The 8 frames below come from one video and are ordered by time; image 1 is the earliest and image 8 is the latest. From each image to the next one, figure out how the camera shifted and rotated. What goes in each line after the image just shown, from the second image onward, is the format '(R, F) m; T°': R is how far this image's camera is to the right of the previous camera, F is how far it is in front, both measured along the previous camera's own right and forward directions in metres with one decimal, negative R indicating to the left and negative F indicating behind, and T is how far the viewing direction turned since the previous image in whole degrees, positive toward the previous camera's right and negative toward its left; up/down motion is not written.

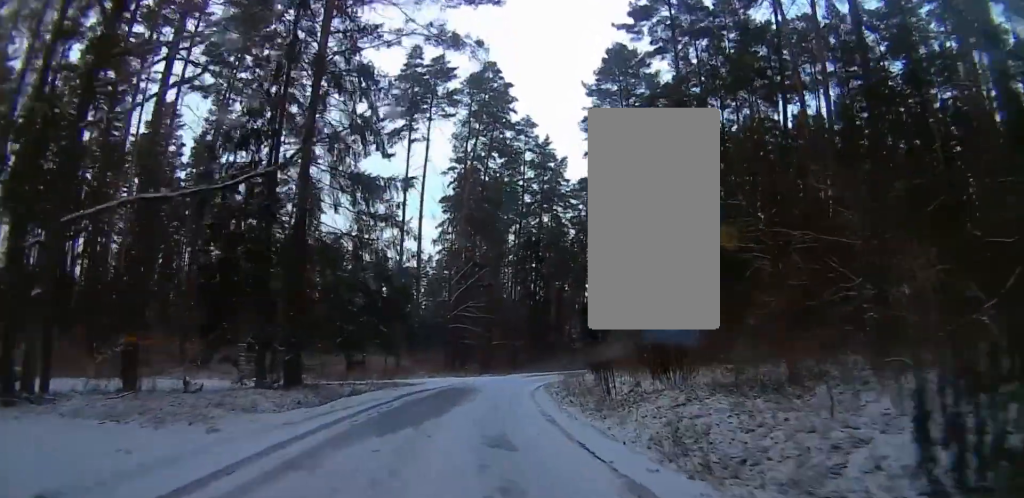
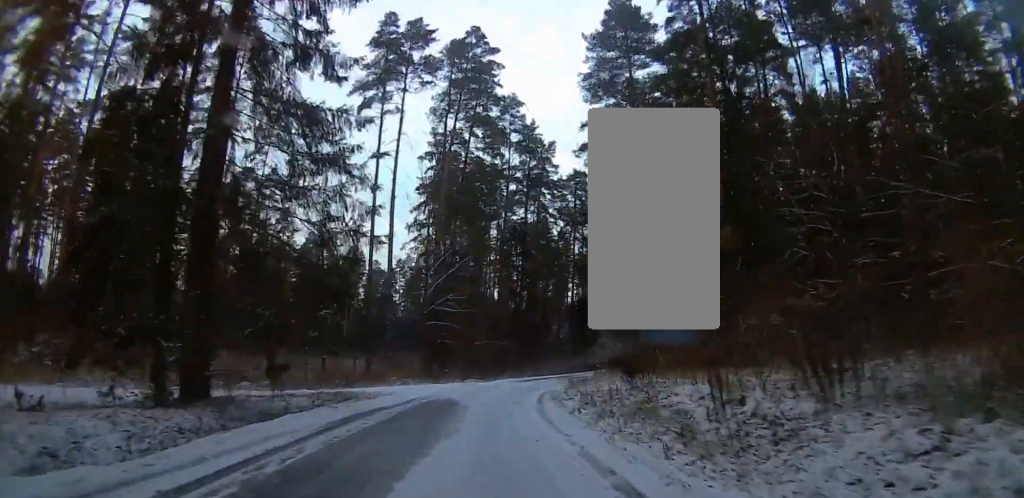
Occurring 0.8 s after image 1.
(0.0, +7.3) m; 0°
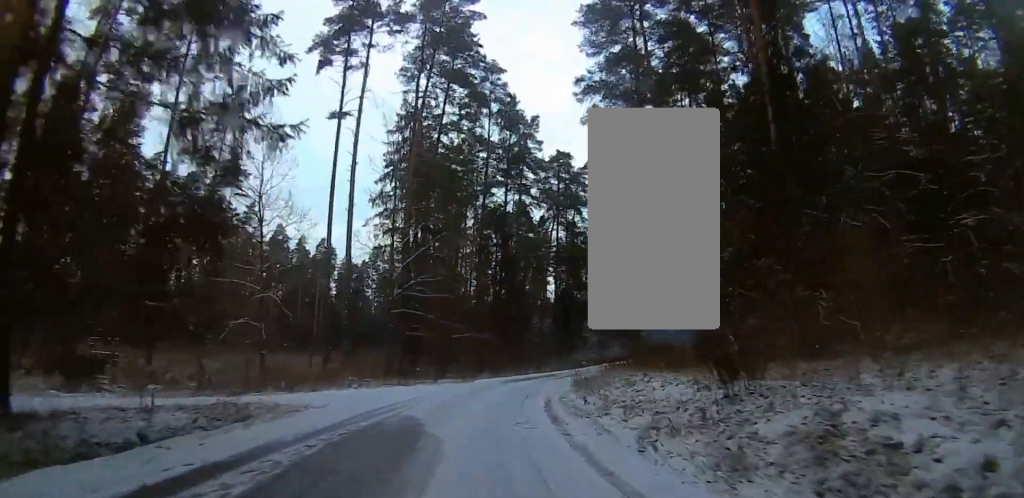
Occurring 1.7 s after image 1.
(0.0, +7.3) m; 0°
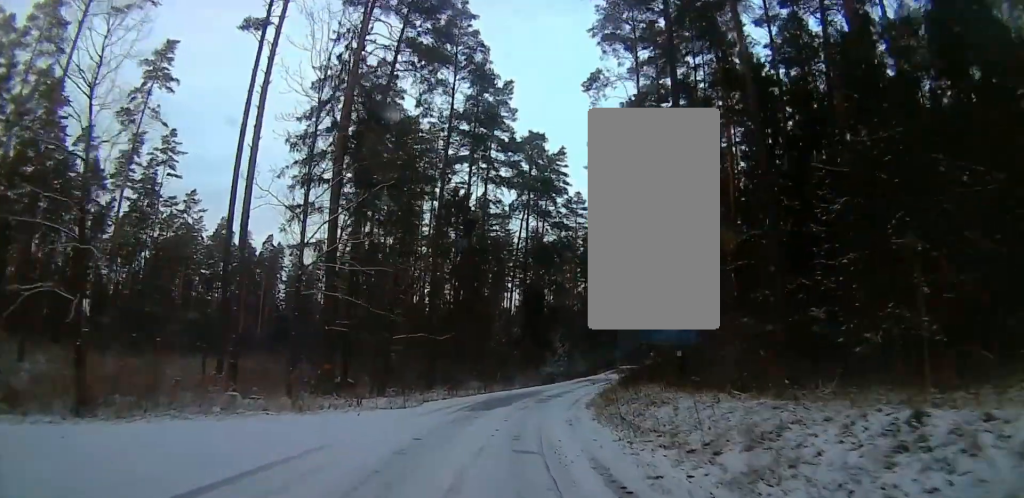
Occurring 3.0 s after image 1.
(0.0, +11.9) m; 0°
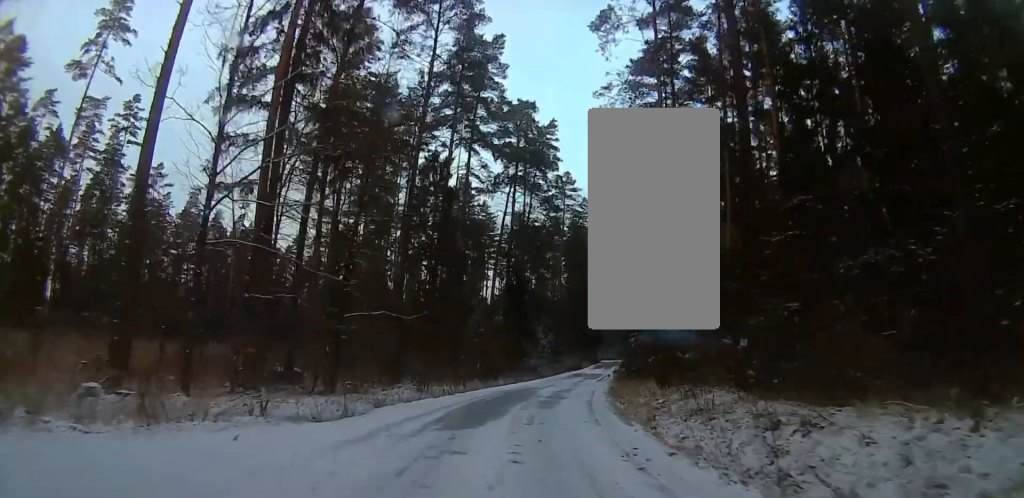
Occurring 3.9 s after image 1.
(0.0, +7.4) m; 0°
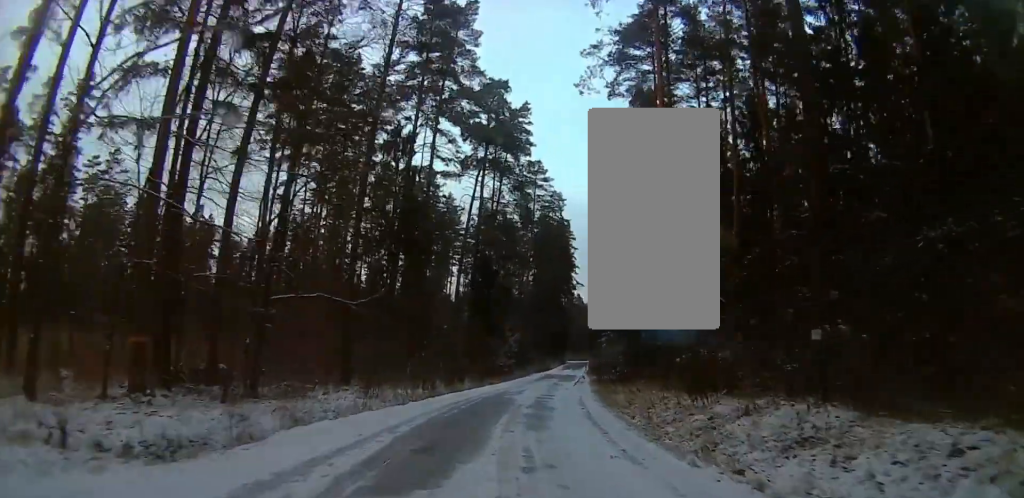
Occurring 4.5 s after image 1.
(0.0, +5.4) m; 0°
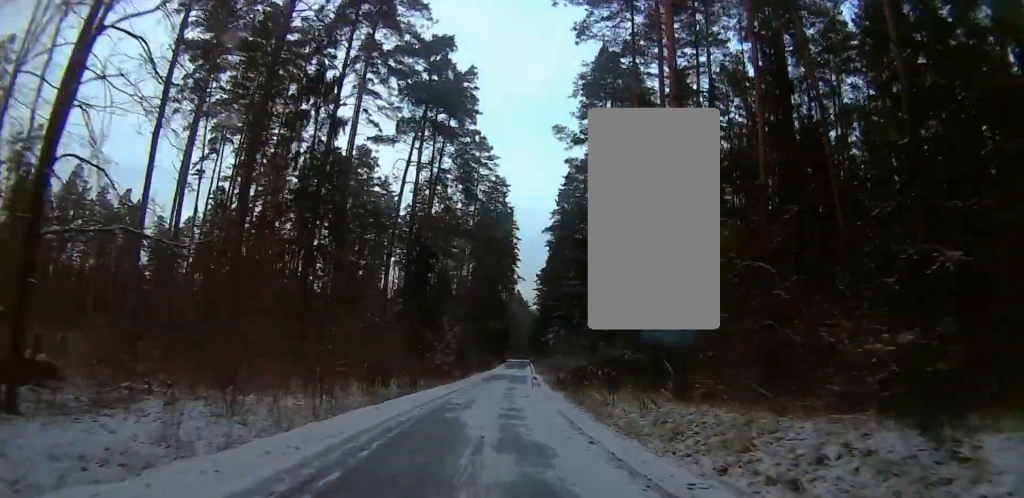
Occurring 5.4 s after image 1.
(0.0, +8.8) m; 0°
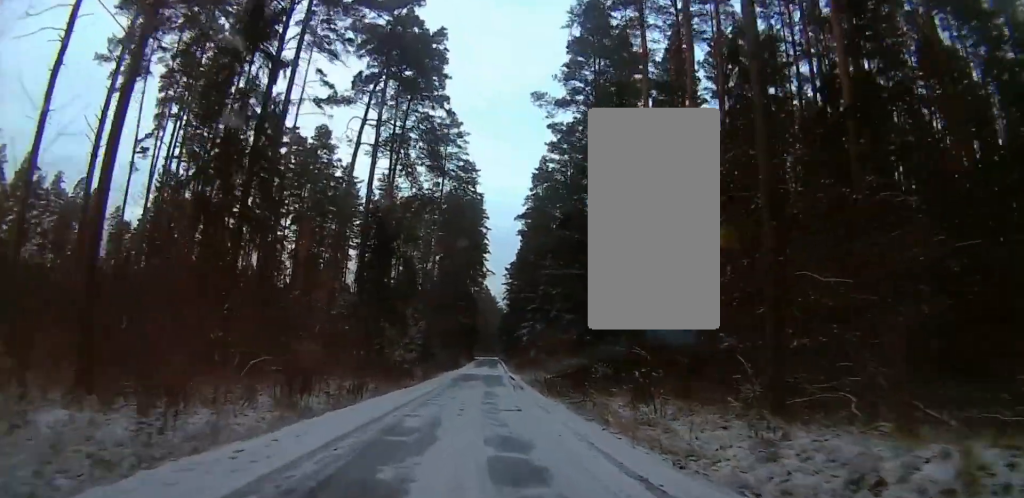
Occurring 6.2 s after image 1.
(0.0, +7.5) m; 0°
